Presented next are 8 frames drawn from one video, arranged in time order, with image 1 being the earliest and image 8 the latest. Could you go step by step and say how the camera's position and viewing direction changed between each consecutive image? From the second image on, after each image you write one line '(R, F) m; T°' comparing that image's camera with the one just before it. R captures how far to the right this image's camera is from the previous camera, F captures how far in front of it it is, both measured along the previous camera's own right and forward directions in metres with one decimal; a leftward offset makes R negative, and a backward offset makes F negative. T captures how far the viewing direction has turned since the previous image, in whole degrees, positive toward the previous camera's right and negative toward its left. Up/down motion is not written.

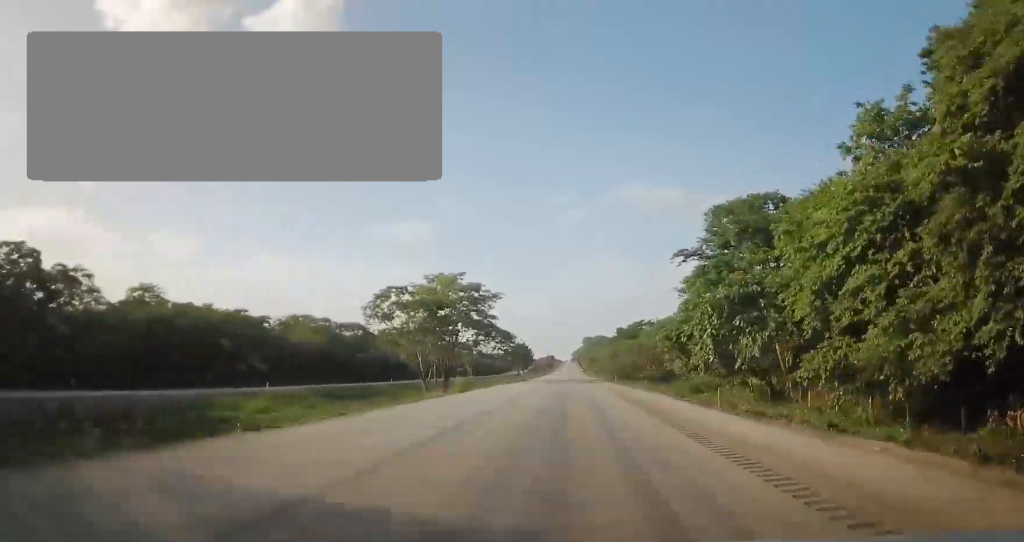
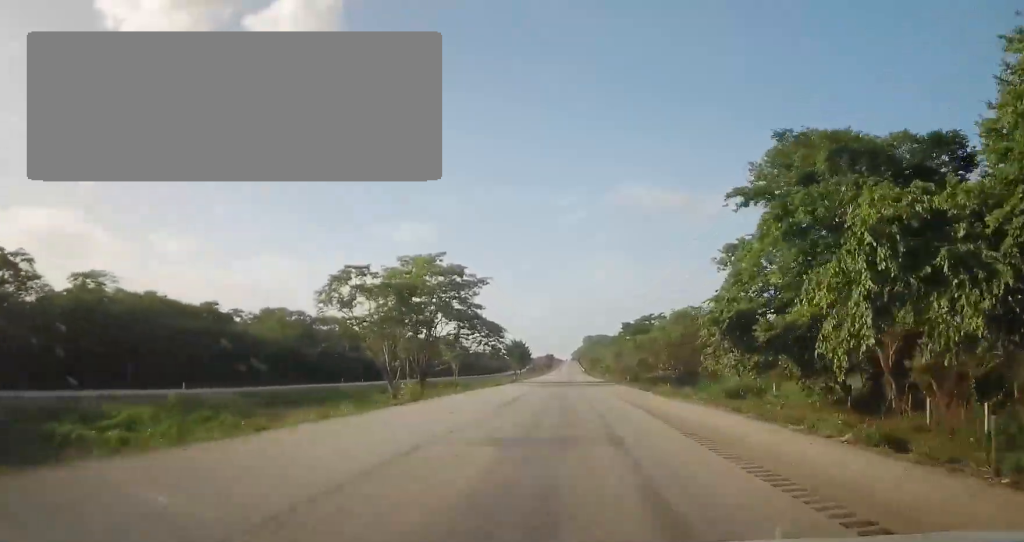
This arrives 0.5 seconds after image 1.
(-0.2, +13.4) m; 0°
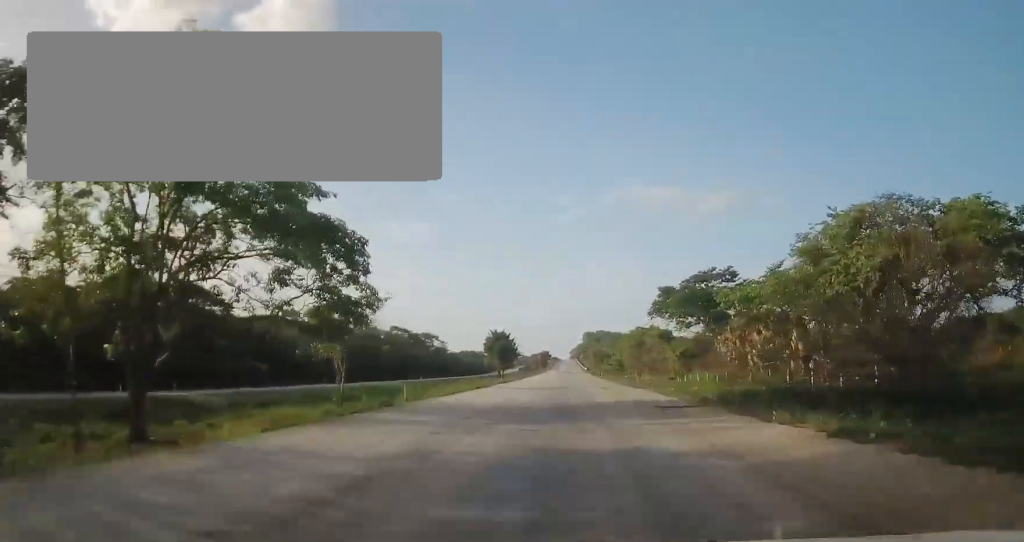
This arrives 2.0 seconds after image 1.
(+0.2, +46.9) m; 0°
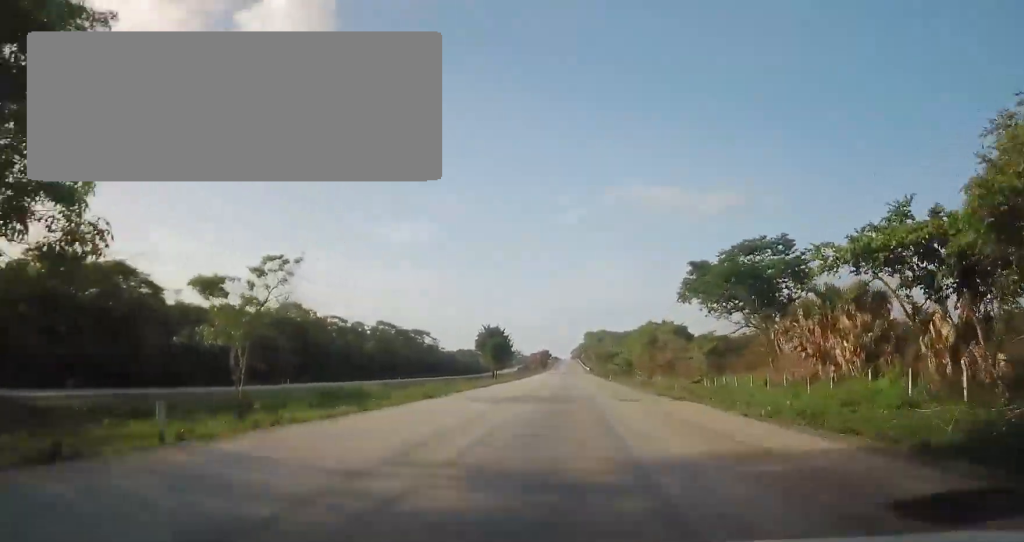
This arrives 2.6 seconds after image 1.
(-0.2, +15.3) m; -1°
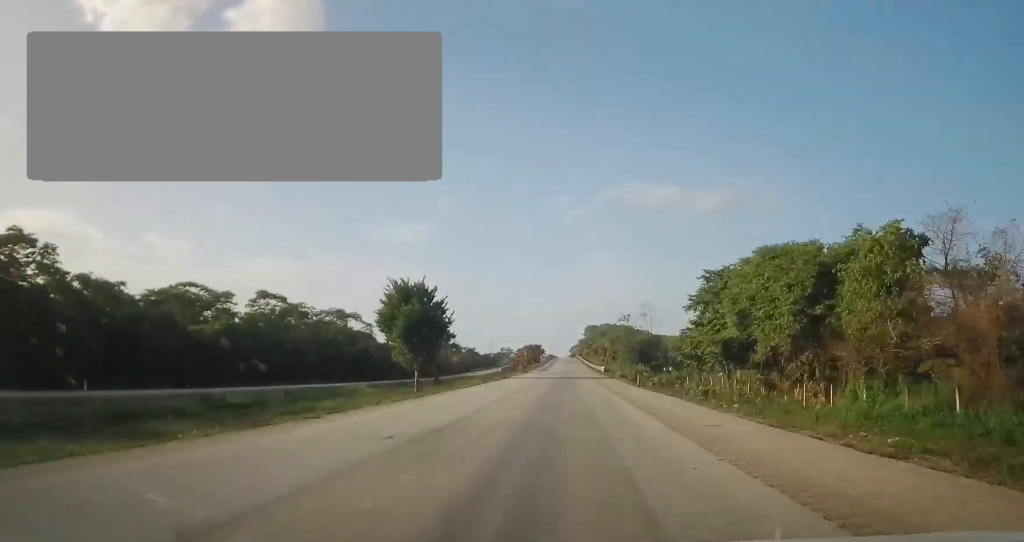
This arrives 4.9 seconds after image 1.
(+0.7, +68.4) m; +1°
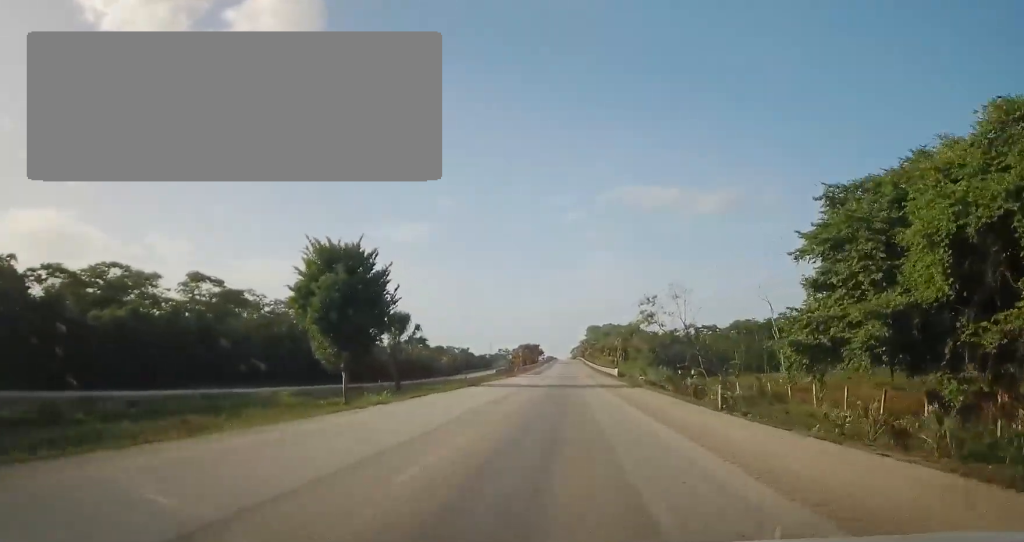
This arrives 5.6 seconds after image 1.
(-0.4, +21.8) m; 0°
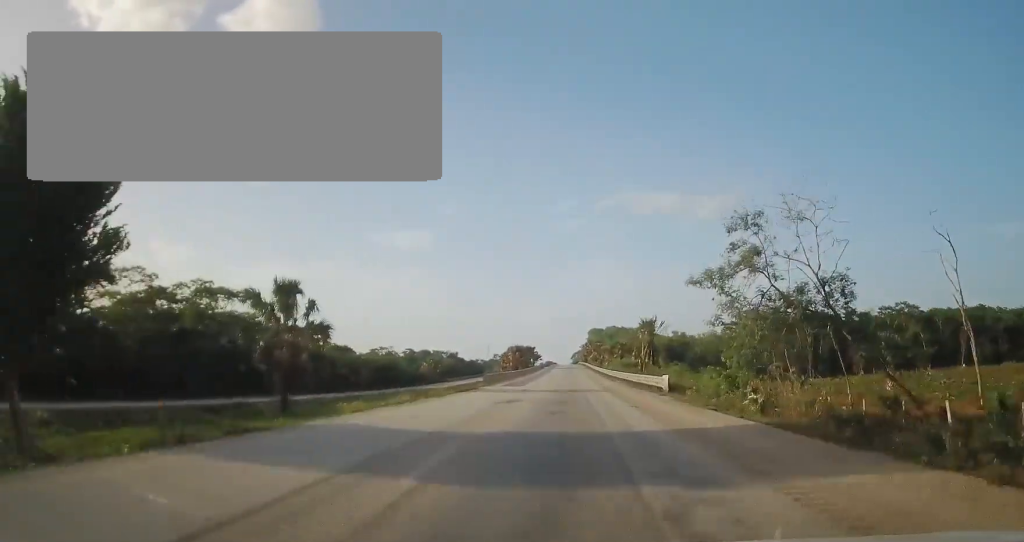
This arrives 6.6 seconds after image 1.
(+0.2, +30.2) m; 0°
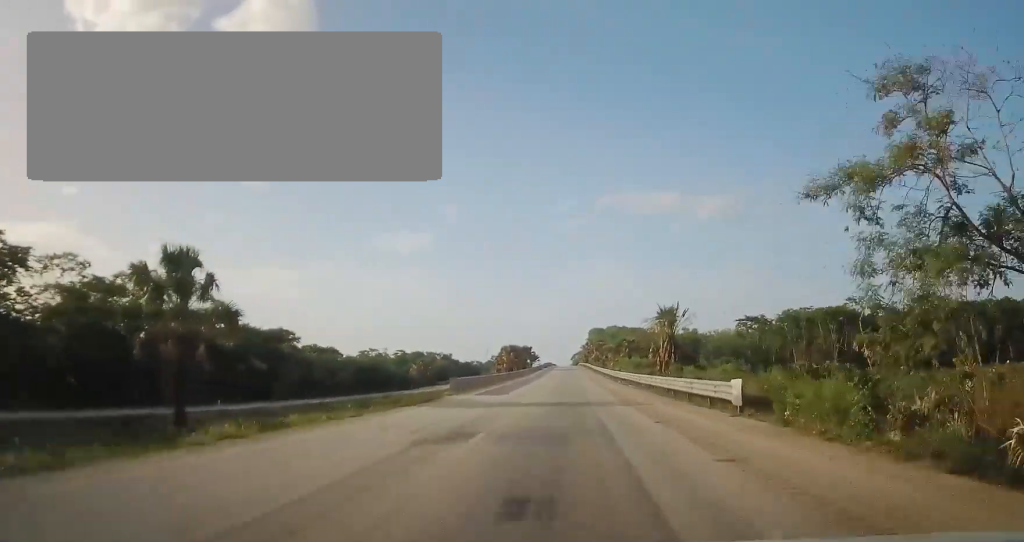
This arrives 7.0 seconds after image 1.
(0.0, +12.8) m; 0°
